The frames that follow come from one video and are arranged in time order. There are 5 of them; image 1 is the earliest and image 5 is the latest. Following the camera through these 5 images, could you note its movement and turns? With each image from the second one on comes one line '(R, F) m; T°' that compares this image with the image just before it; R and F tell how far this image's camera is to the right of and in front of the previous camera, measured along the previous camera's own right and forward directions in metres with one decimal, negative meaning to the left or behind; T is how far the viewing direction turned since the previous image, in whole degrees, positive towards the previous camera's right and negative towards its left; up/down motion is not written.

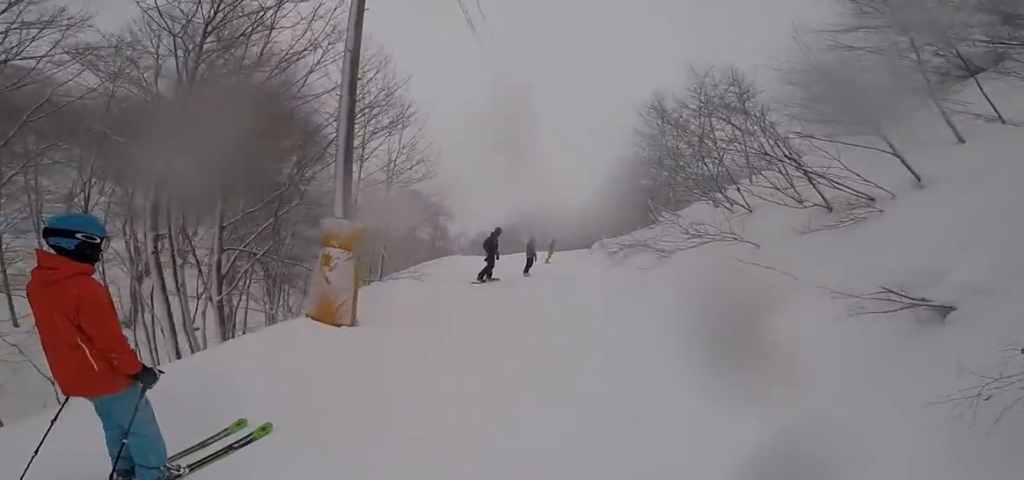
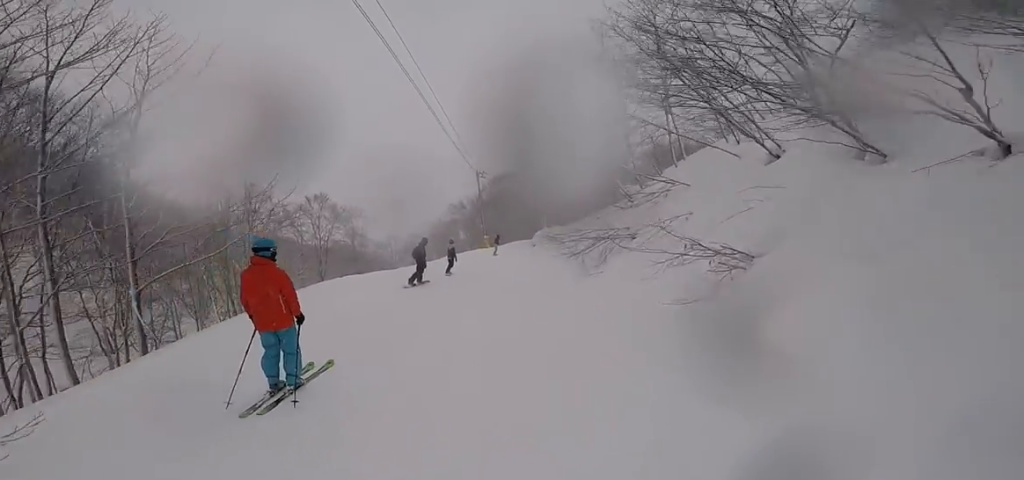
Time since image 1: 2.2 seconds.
(0.0, +8.3) m; -13°
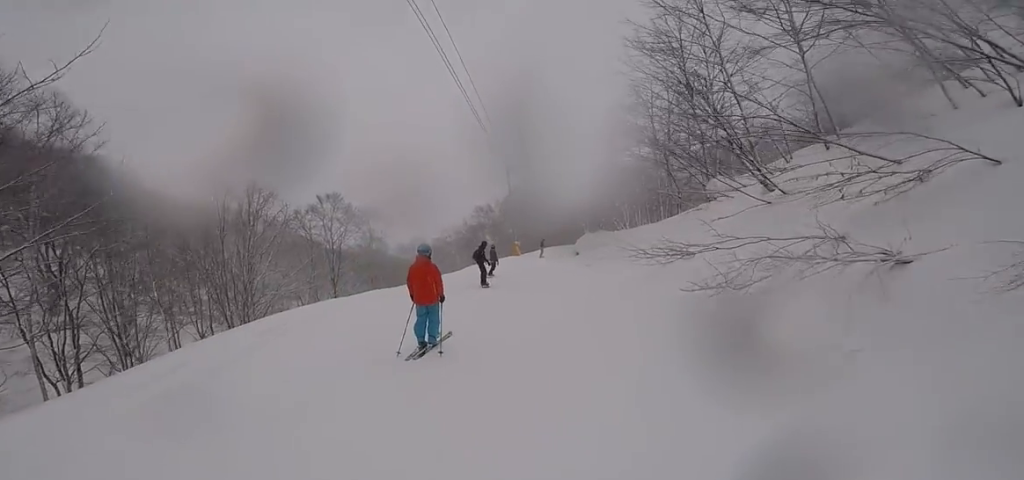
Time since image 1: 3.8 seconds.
(-0.7, +5.3) m; +3°
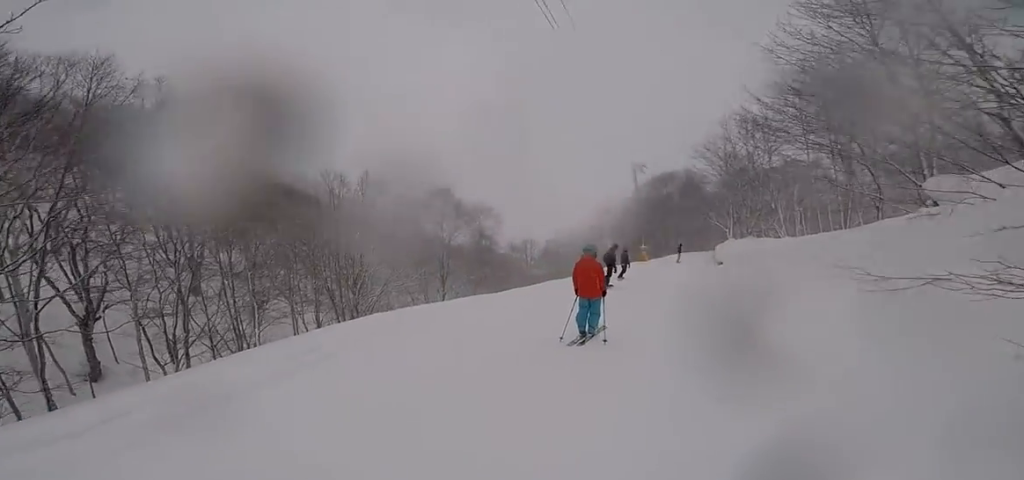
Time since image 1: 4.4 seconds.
(+0.5, +2.6) m; +8°
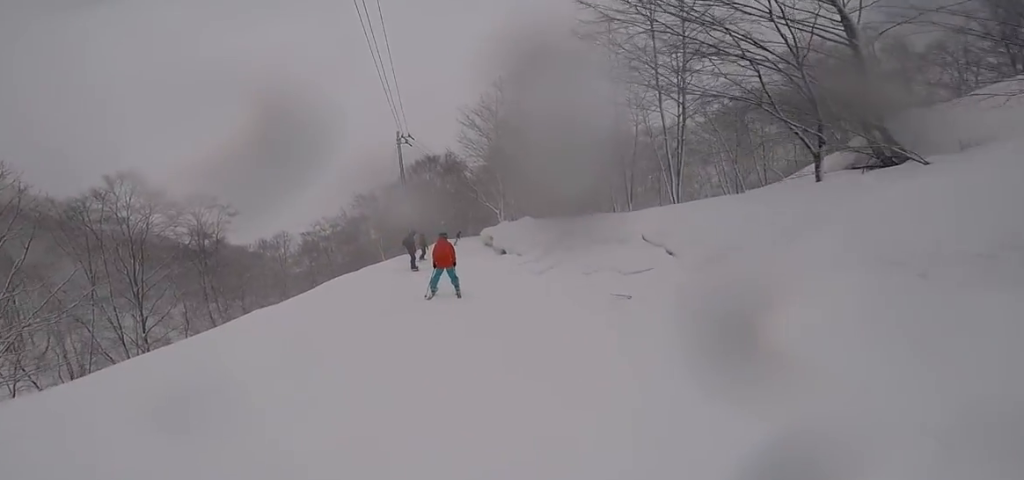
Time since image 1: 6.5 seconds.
(-1.4, +9.1) m; -5°
